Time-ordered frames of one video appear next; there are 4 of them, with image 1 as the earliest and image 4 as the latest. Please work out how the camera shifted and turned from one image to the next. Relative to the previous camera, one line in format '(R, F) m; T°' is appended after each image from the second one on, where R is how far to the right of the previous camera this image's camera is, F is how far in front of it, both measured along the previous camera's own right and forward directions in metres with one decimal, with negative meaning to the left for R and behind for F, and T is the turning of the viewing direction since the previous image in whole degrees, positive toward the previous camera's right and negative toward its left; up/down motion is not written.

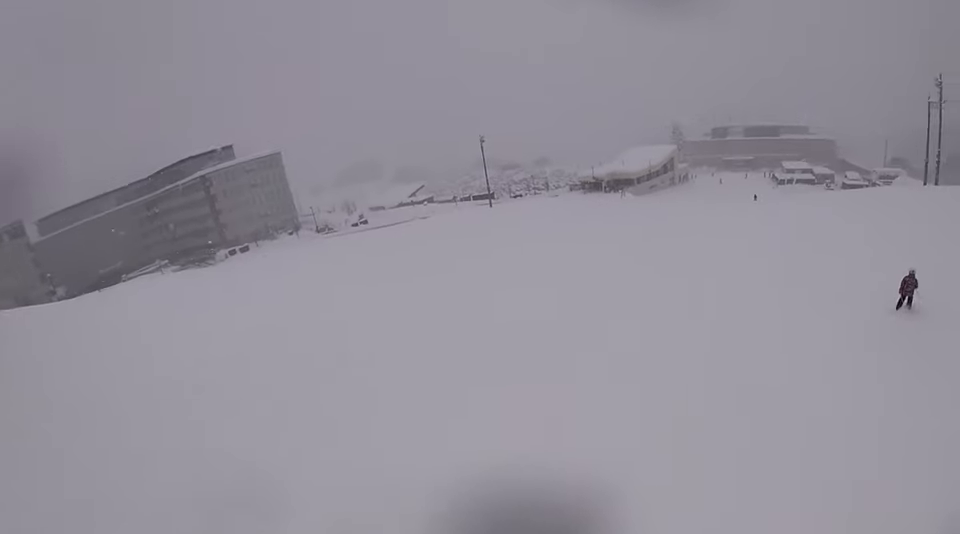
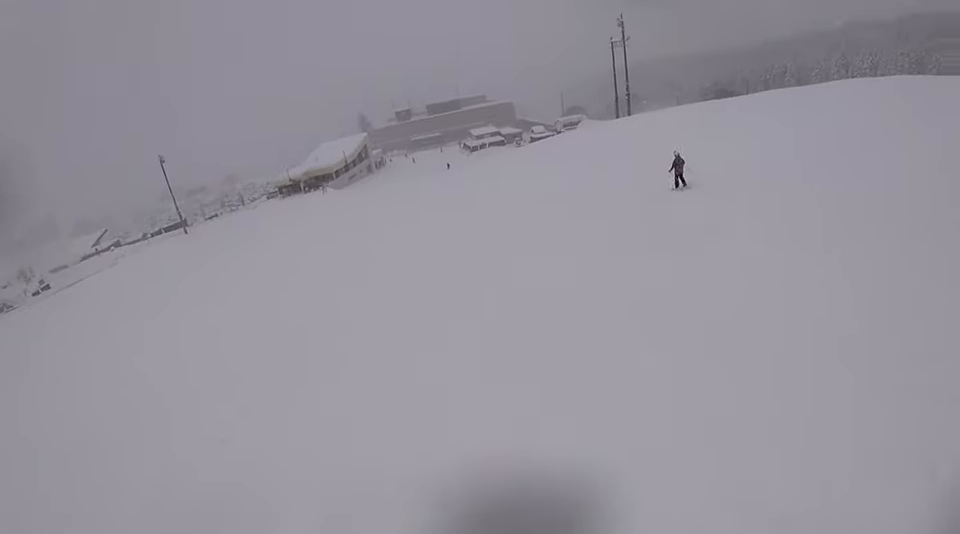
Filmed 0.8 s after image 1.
(+1.7, +5.8) m; +30°
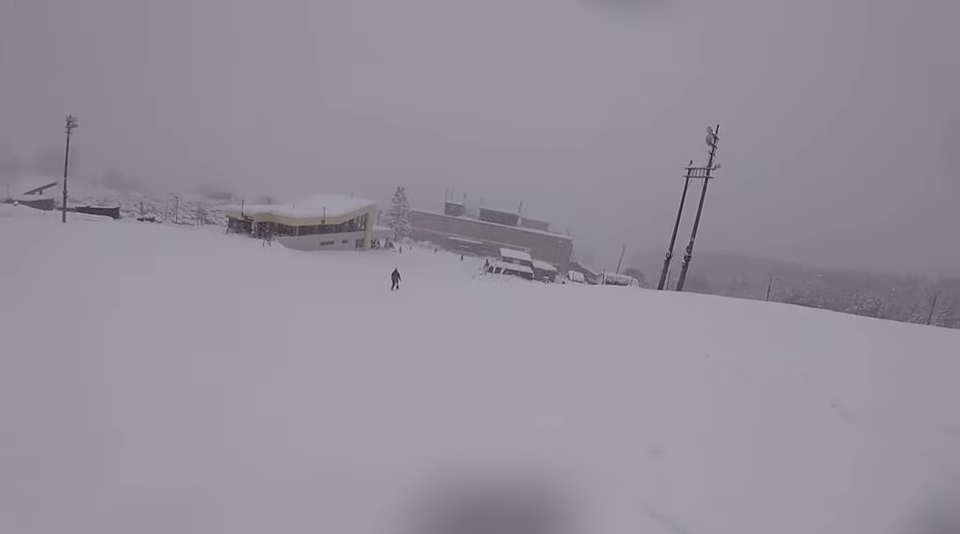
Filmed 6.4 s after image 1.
(+15.1, +32.1) m; +11°
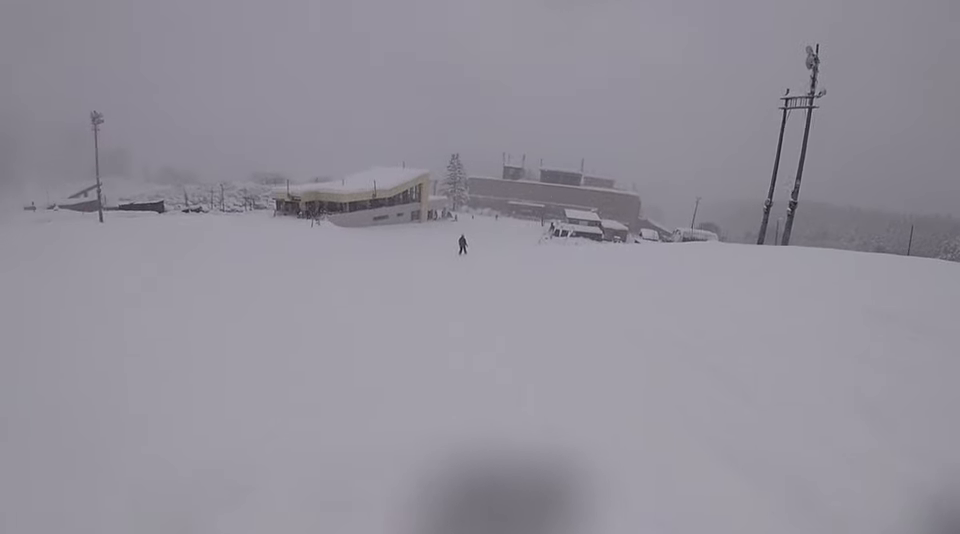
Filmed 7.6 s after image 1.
(-1.3, +6.6) m; -20°
